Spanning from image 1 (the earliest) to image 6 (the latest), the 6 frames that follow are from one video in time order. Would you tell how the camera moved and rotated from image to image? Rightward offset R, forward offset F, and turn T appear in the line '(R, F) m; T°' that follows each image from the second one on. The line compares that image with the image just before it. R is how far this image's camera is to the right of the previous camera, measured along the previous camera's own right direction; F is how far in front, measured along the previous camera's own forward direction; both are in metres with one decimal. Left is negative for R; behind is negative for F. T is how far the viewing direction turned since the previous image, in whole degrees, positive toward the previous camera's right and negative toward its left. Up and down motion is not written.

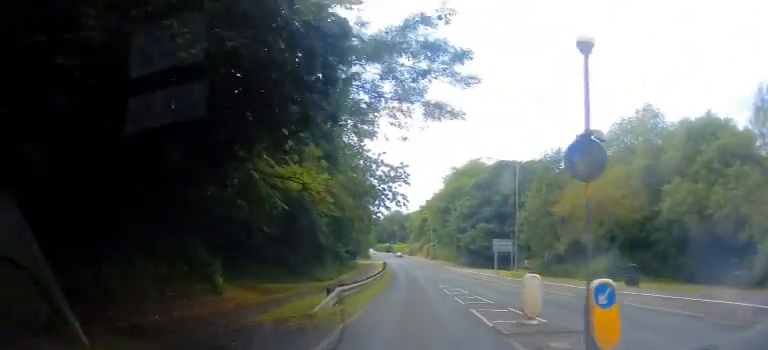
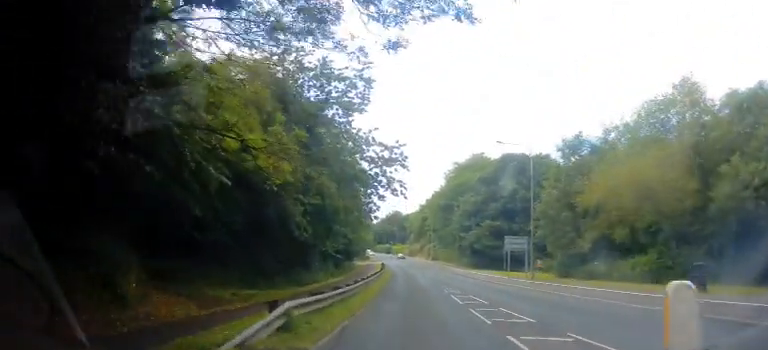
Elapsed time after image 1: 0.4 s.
(-0.2, +5.3) m; 0°
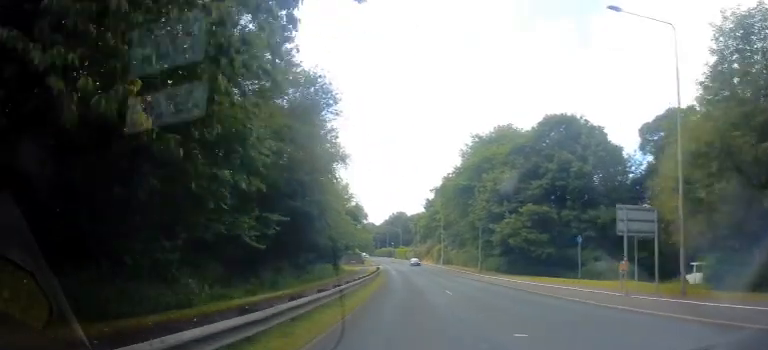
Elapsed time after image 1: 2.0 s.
(+0.4, +20.7) m; +2°
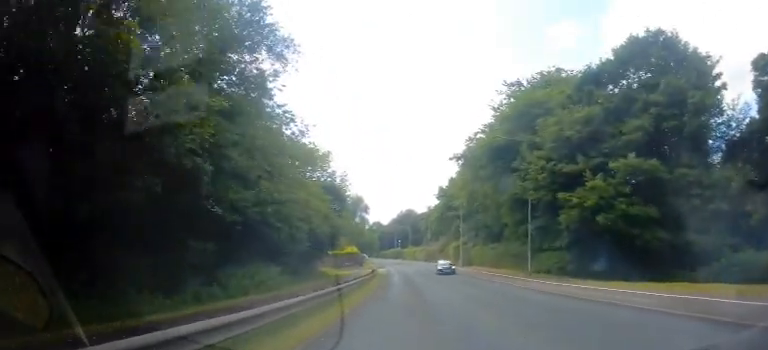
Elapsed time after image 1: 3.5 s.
(-0.6, +19.7) m; -5°
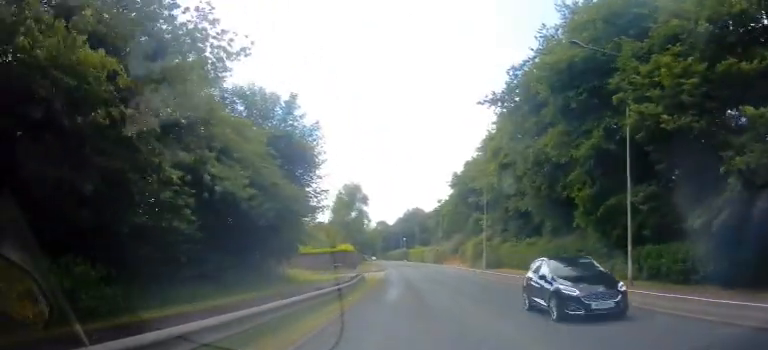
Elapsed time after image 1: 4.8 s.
(-0.7, +16.1) m; +1°
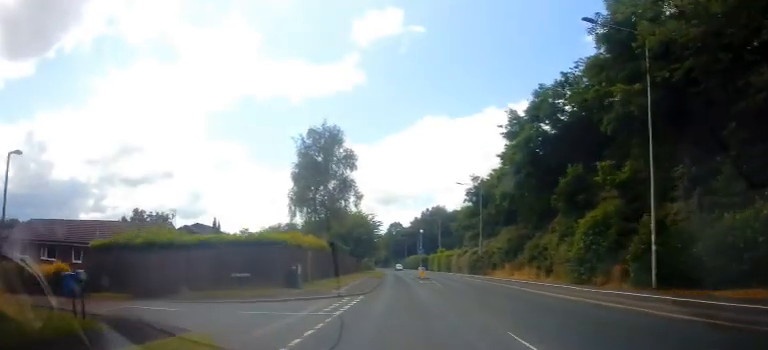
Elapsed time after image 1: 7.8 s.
(0.0, +35.6) m; 0°
